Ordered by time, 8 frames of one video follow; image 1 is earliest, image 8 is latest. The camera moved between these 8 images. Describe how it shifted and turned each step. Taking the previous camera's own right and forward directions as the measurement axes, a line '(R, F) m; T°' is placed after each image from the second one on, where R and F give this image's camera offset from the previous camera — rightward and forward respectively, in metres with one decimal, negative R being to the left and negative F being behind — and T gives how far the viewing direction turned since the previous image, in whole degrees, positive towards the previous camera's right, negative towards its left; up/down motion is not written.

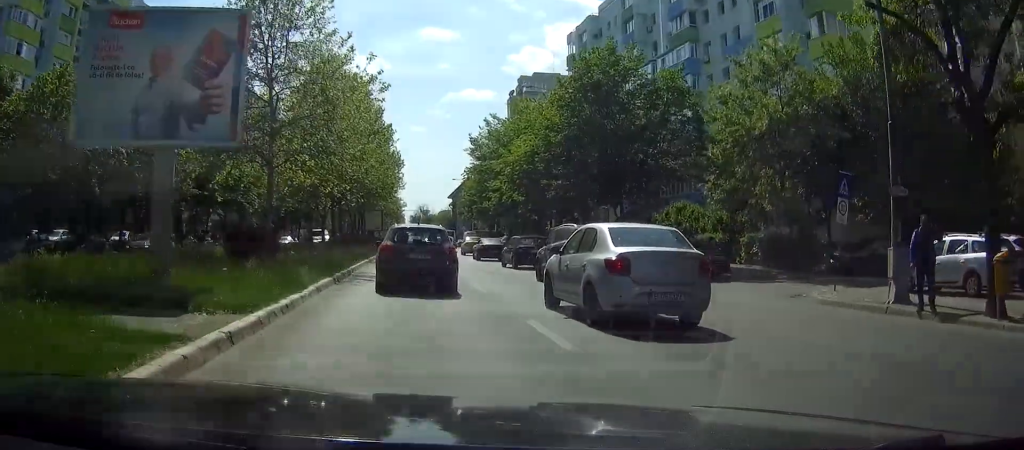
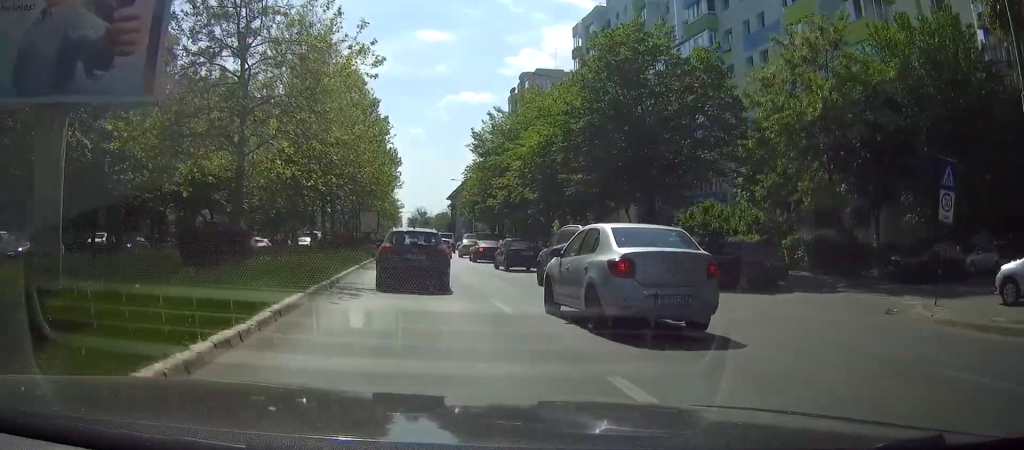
(0.0, +4.2) m; 0°
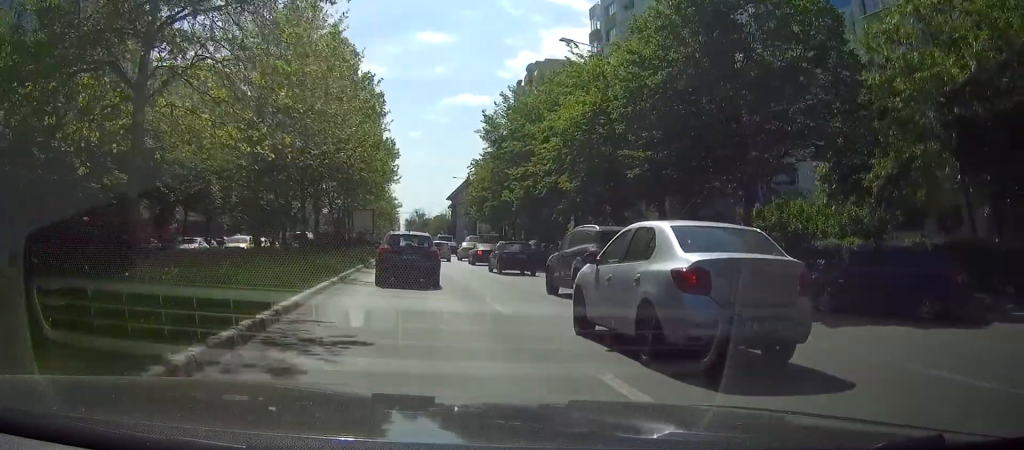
(0.0, +7.9) m; 0°
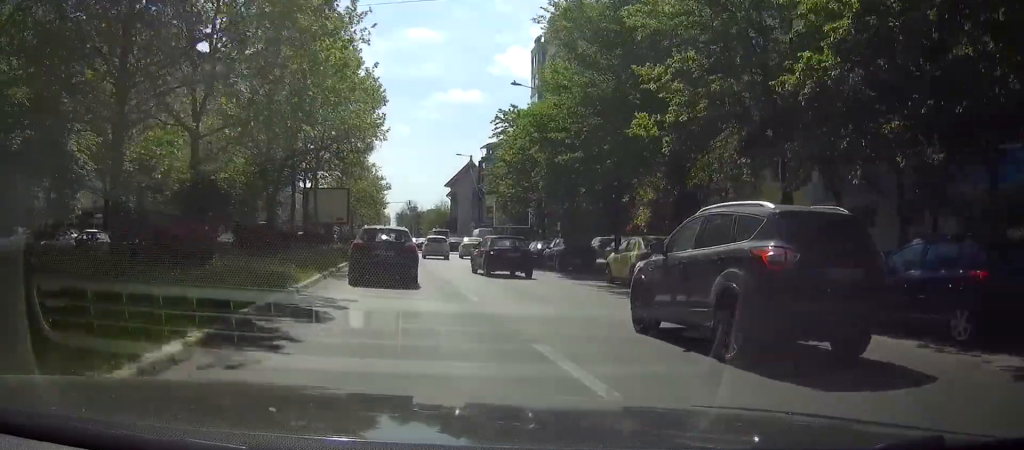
(+1.0, +23.2) m; +5°
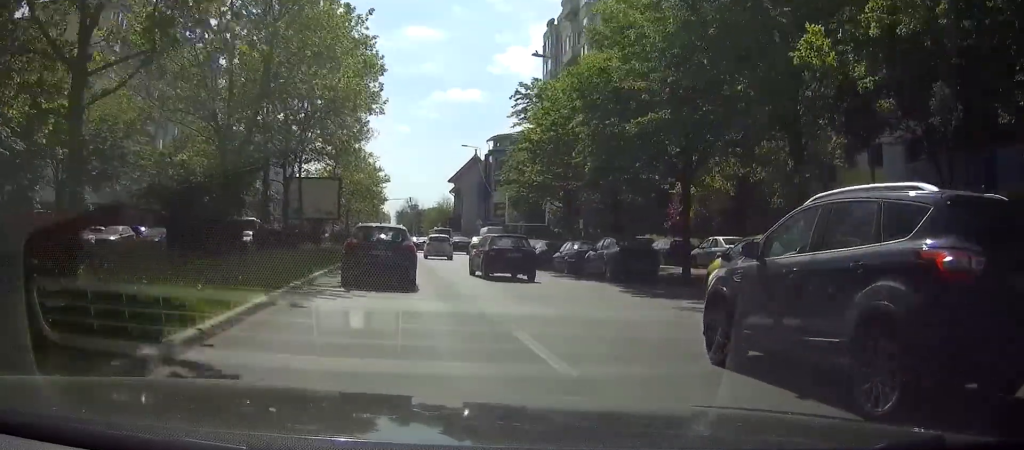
(+0.2, +7.7) m; 0°
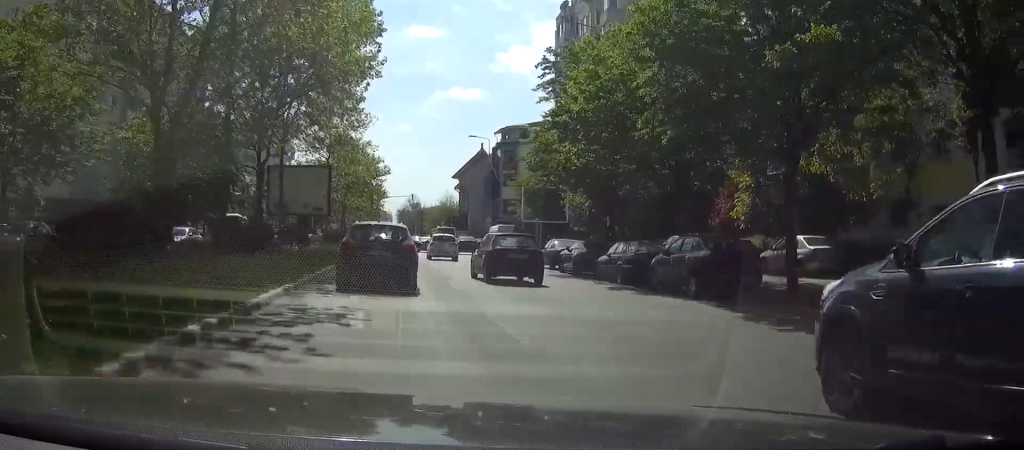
(-0.2, +7.1) m; -3°
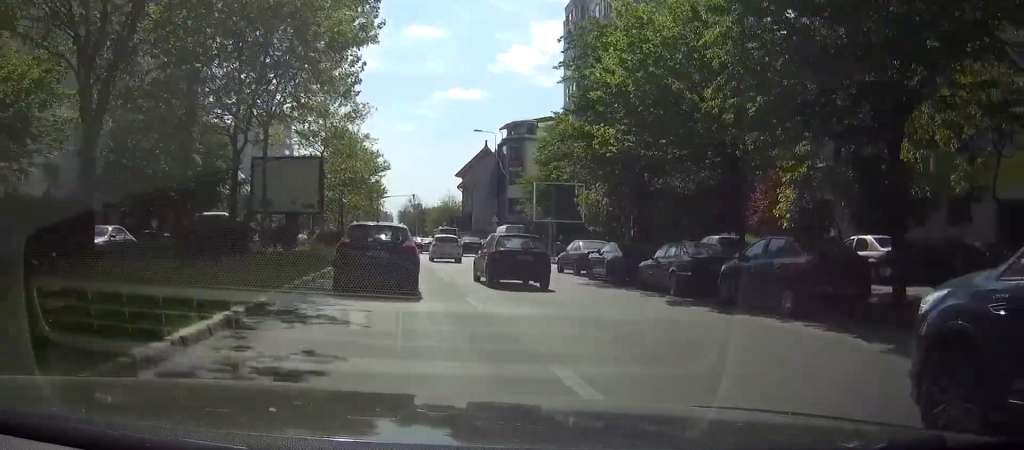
(-0.1, +4.6) m; -2°
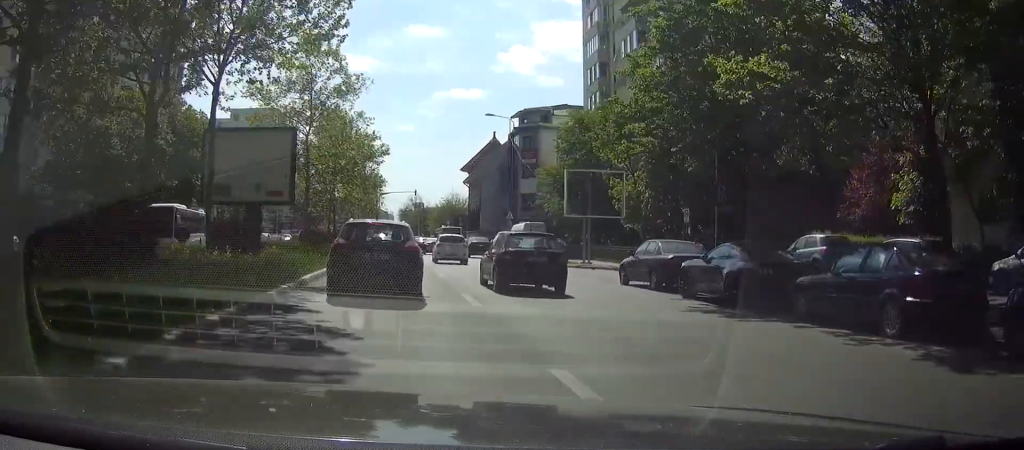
(-0.3, +9.3) m; -5°
